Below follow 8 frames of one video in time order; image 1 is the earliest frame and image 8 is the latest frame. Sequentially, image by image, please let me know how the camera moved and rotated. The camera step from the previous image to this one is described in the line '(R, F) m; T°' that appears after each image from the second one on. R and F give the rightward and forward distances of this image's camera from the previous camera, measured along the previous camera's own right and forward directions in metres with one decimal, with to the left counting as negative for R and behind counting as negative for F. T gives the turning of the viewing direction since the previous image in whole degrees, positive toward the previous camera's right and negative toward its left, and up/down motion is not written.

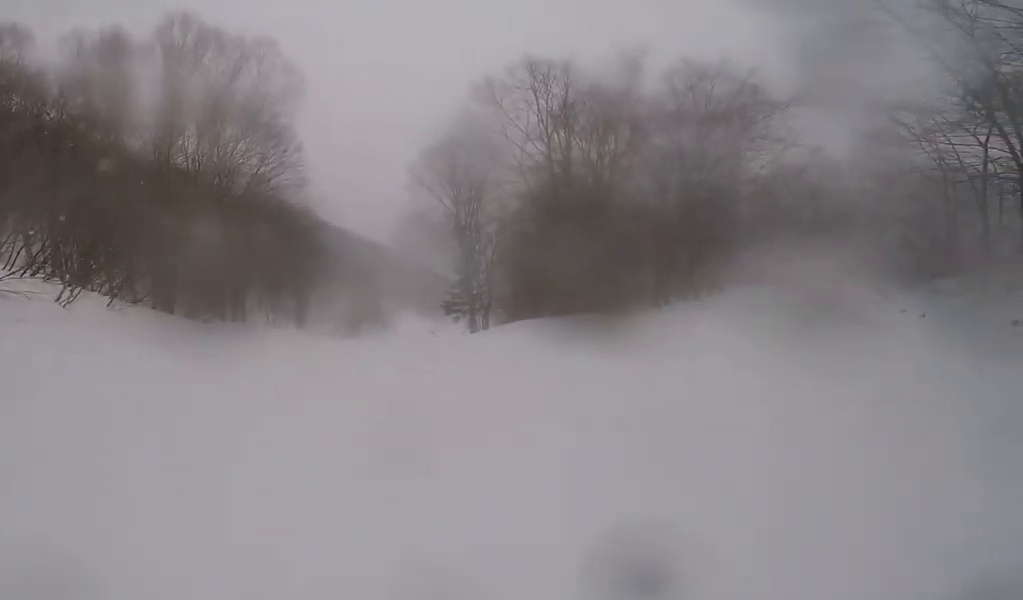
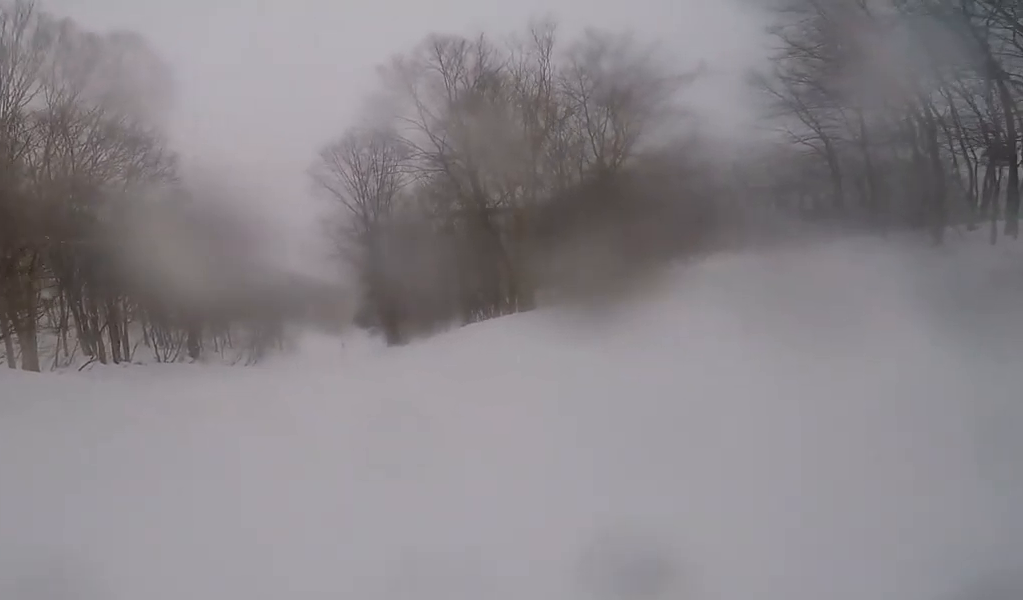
(+0.4, +3.3) m; +6°
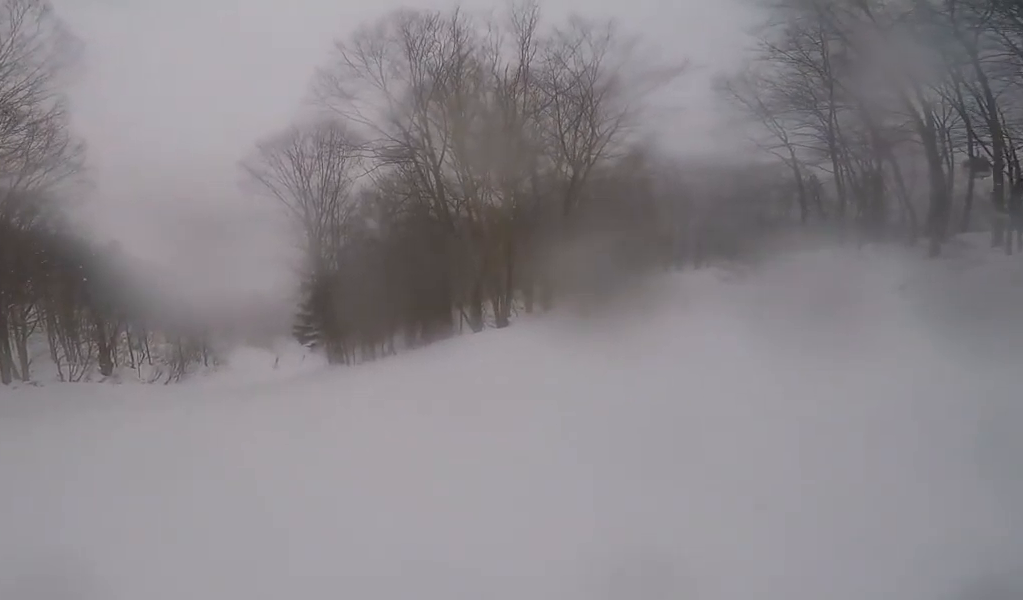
(+0.3, +3.6) m; 0°
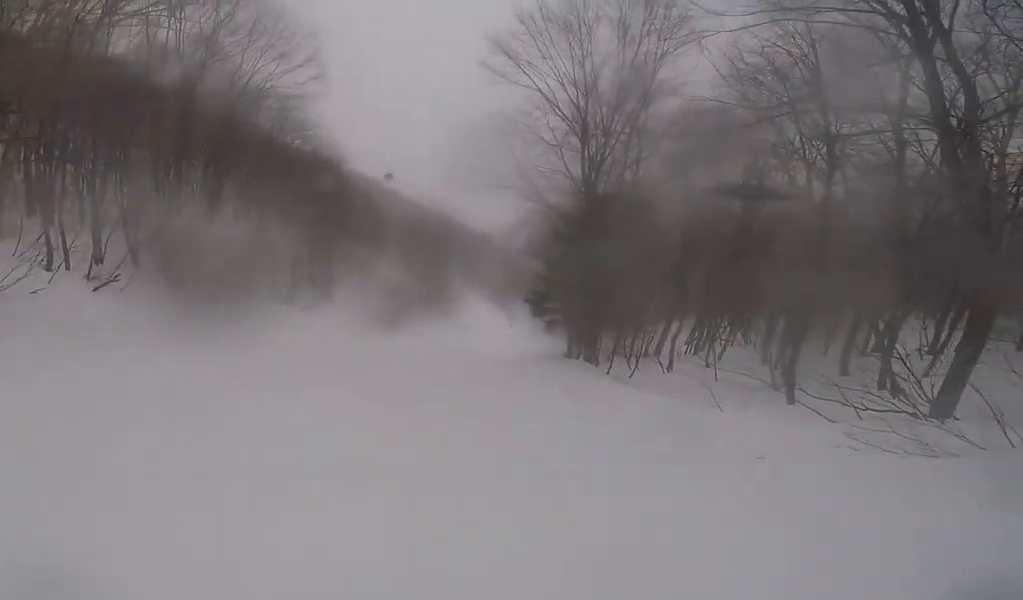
(-1.4, +8.9) m; -21°
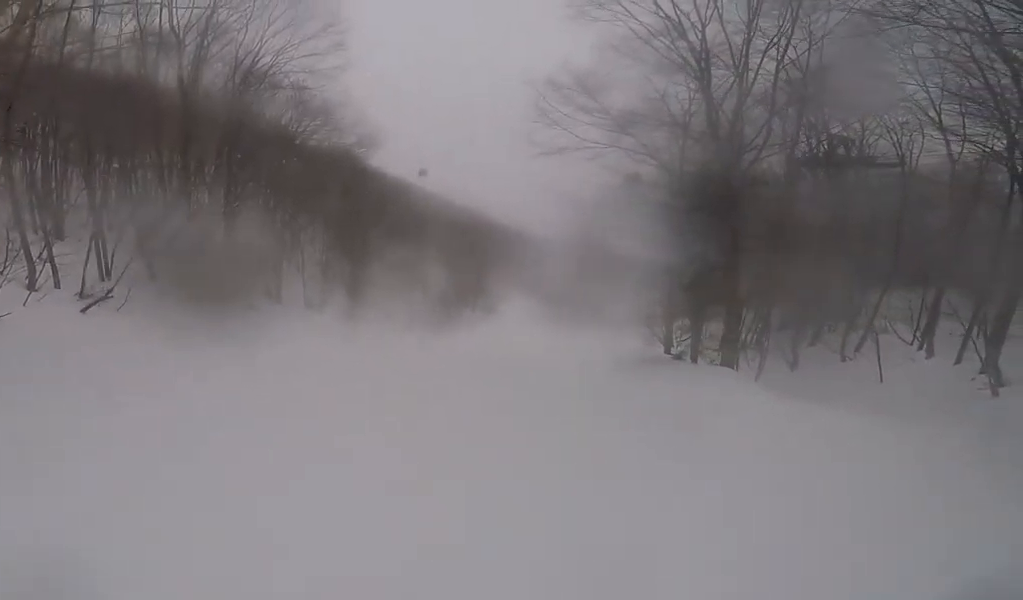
(-0.7, +5.1) m; -7°
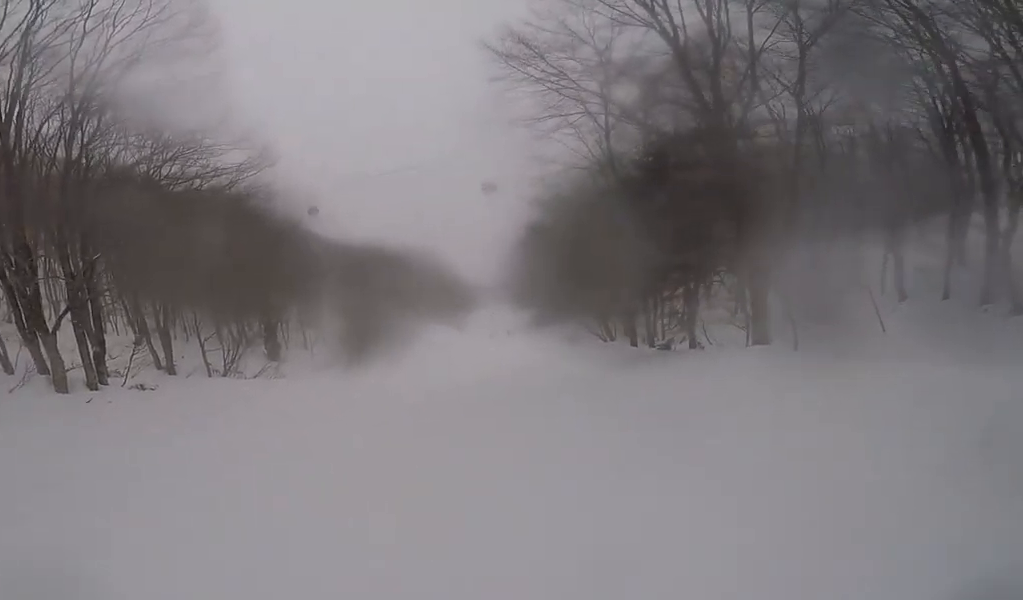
(0.0, +5.3) m; +13°
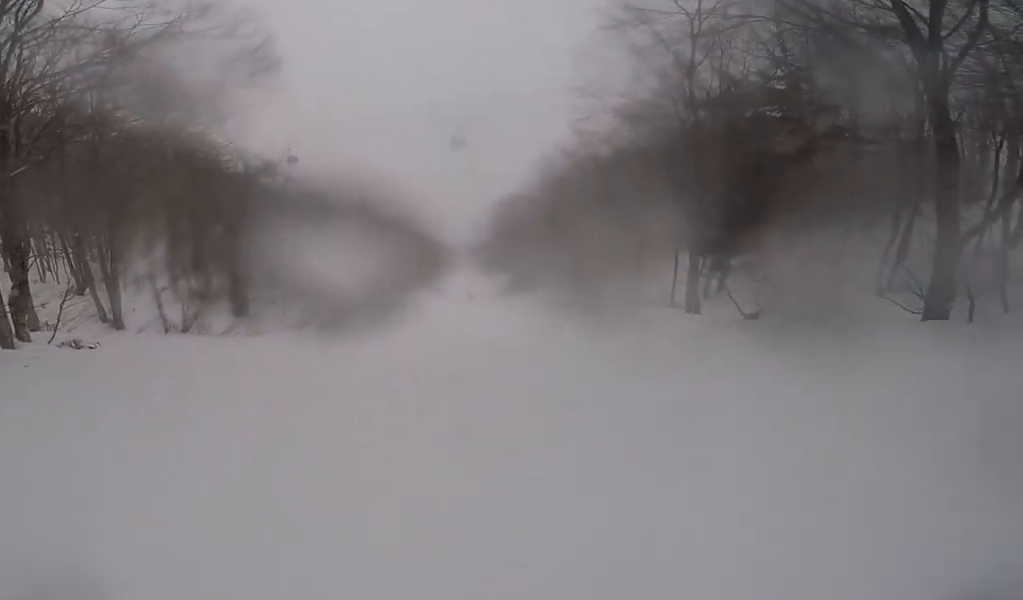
(+1.0, +4.5) m; +24°
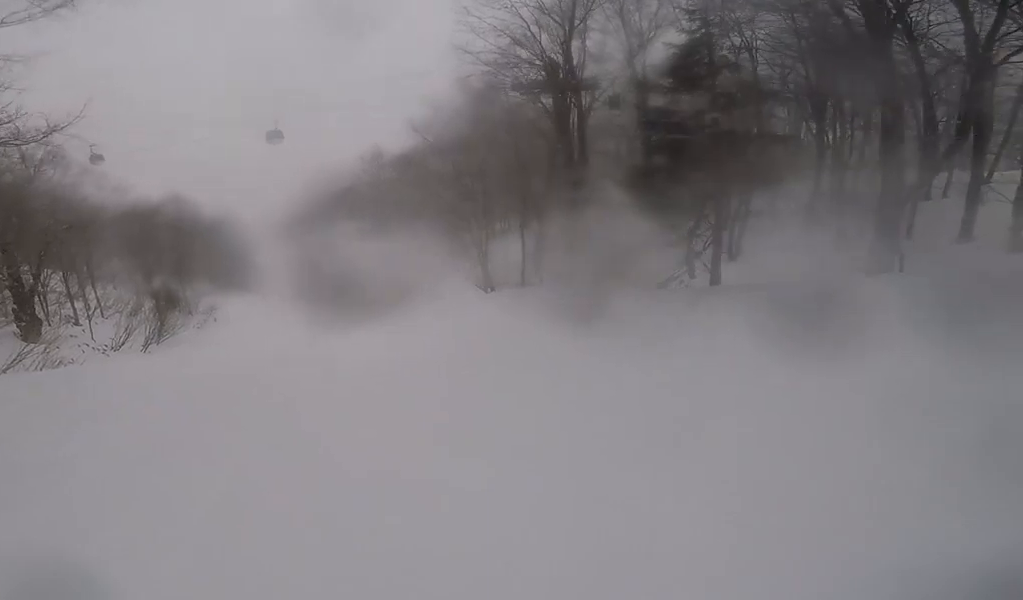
(+0.8, +3.6) m; +7°
